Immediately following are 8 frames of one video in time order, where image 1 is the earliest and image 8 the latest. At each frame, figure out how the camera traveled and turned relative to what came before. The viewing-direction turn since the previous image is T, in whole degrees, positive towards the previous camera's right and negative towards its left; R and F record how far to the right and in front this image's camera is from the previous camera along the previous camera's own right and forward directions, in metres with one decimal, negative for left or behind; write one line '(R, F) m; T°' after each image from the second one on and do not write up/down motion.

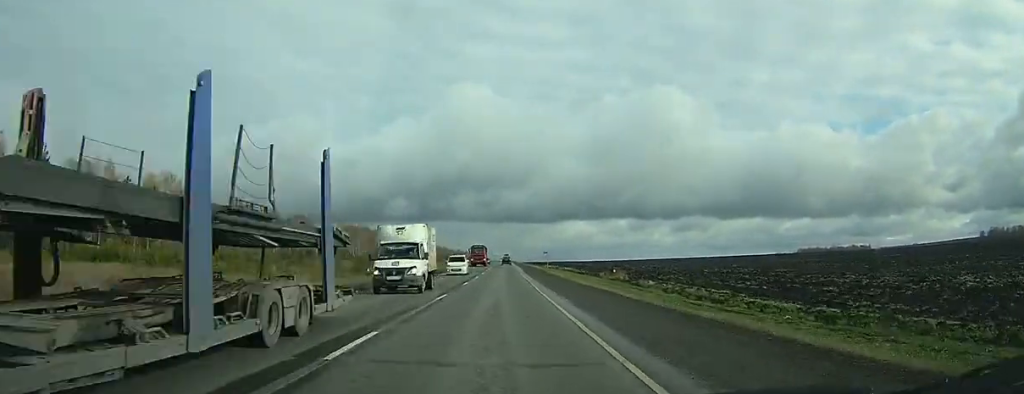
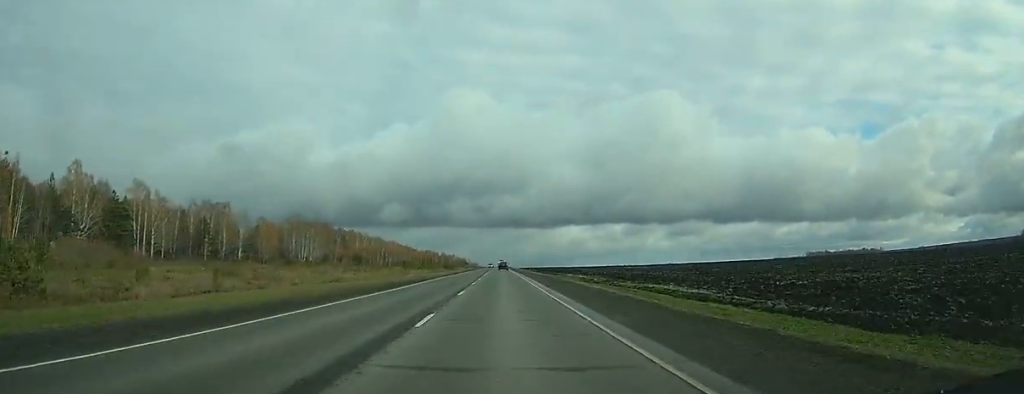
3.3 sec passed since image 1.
(-0.6, +79.7) m; 0°
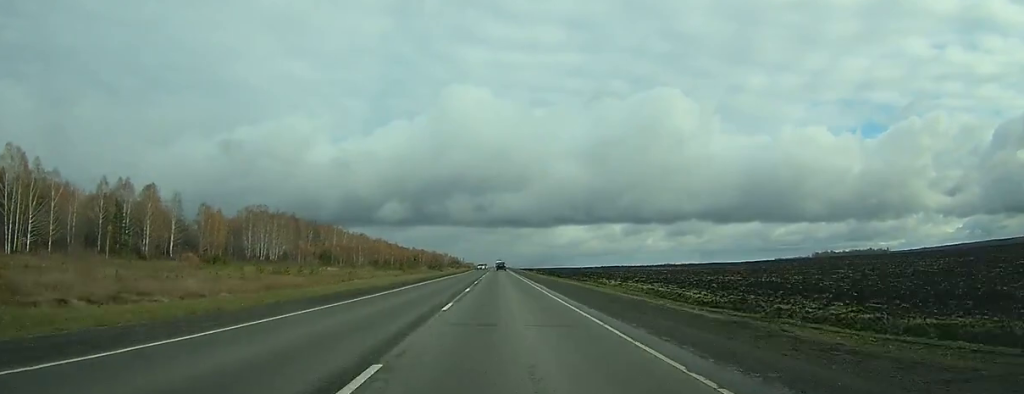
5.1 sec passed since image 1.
(+0.2, +42.7) m; +1°
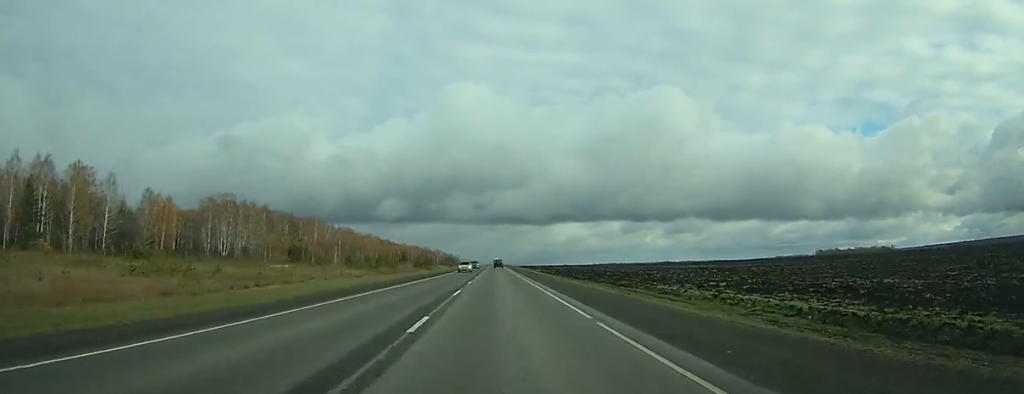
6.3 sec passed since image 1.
(+0.2, +29.5) m; +1°
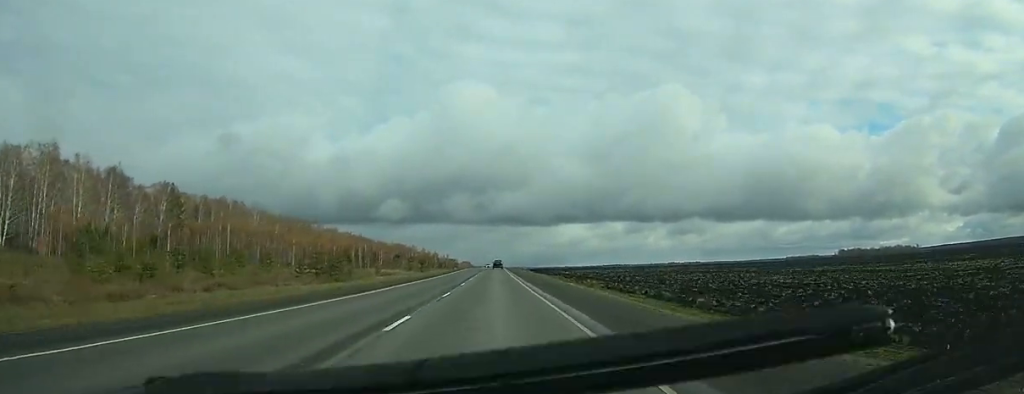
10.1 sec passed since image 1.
(+0.5, +100.1) m; 0°
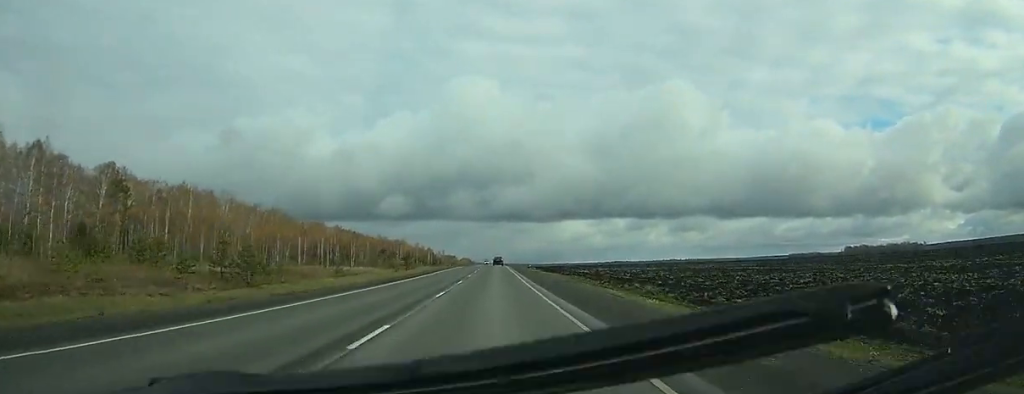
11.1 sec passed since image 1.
(0.0, +26.5) m; 0°
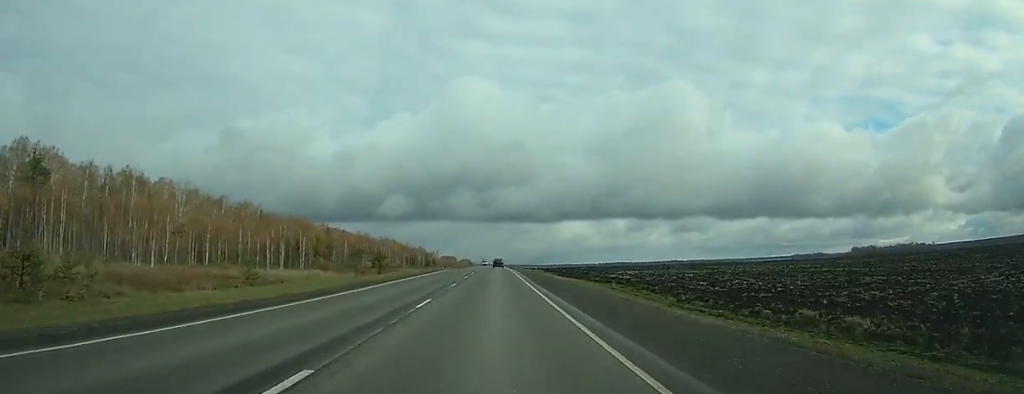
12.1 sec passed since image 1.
(0.0, +28.2) m; 0°
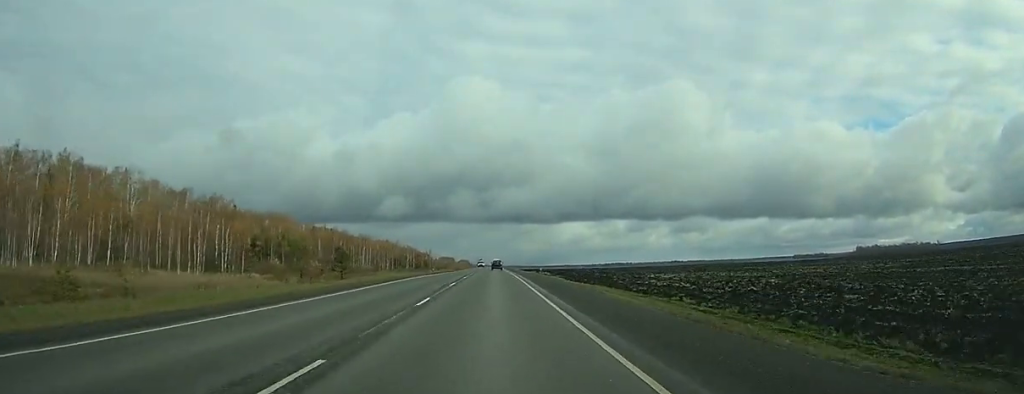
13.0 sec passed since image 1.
(-0.1, +22.3) m; 0°
